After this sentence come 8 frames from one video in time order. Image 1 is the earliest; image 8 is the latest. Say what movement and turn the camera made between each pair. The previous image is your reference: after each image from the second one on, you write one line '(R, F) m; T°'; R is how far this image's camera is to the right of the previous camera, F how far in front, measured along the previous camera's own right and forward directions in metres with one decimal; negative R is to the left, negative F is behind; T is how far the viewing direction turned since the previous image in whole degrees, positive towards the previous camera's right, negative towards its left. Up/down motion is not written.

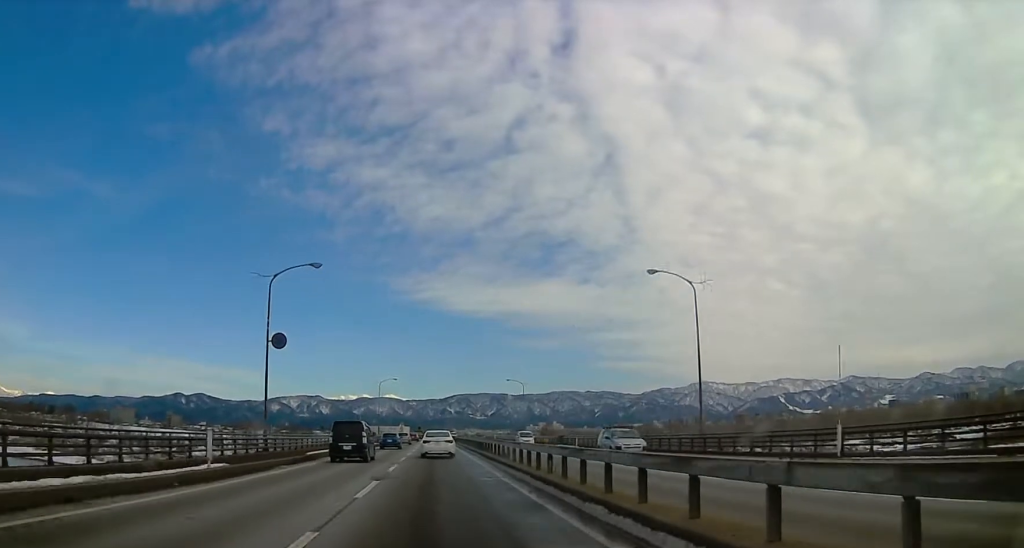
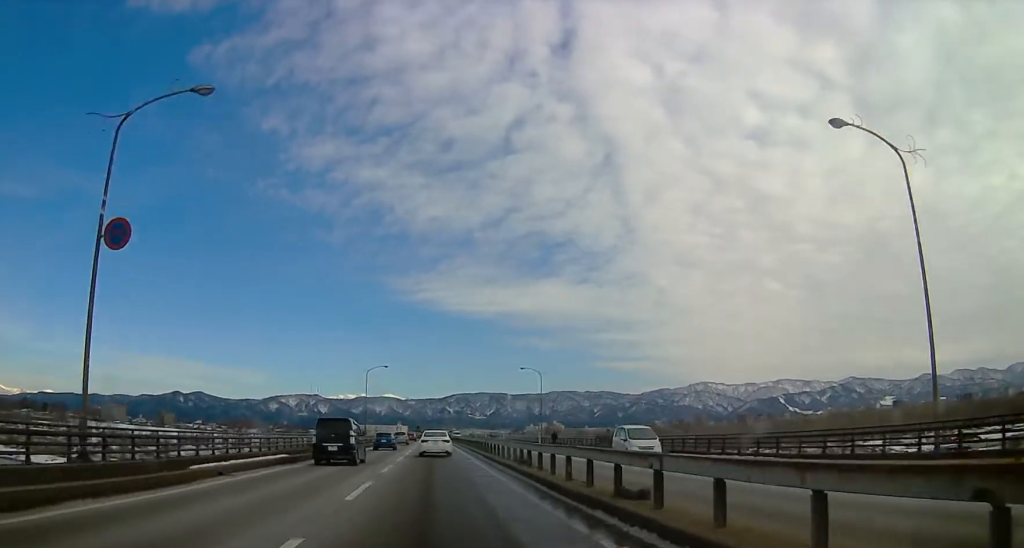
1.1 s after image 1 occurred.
(+0.4, +20.9) m; -2°
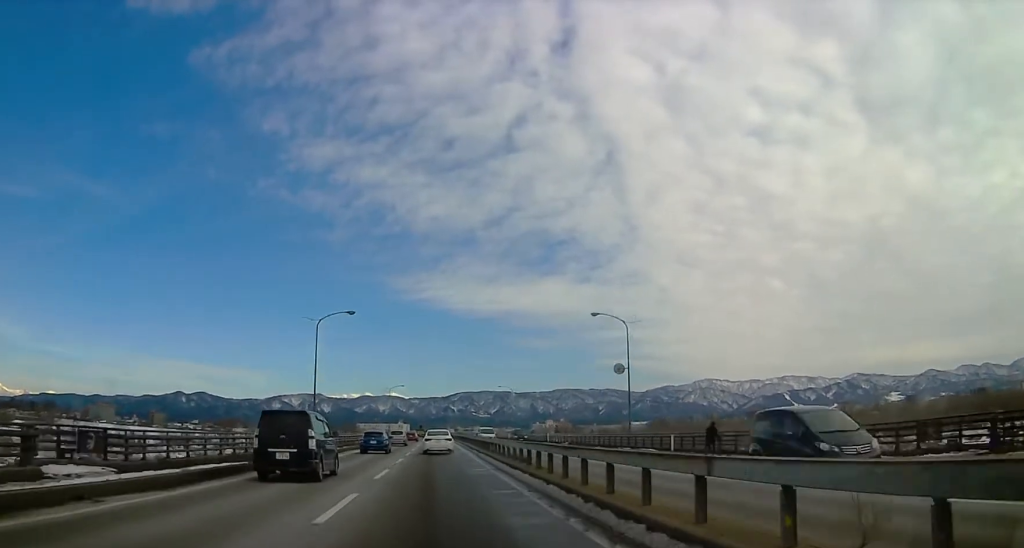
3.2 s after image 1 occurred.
(-1.9, +43.0) m; -3°
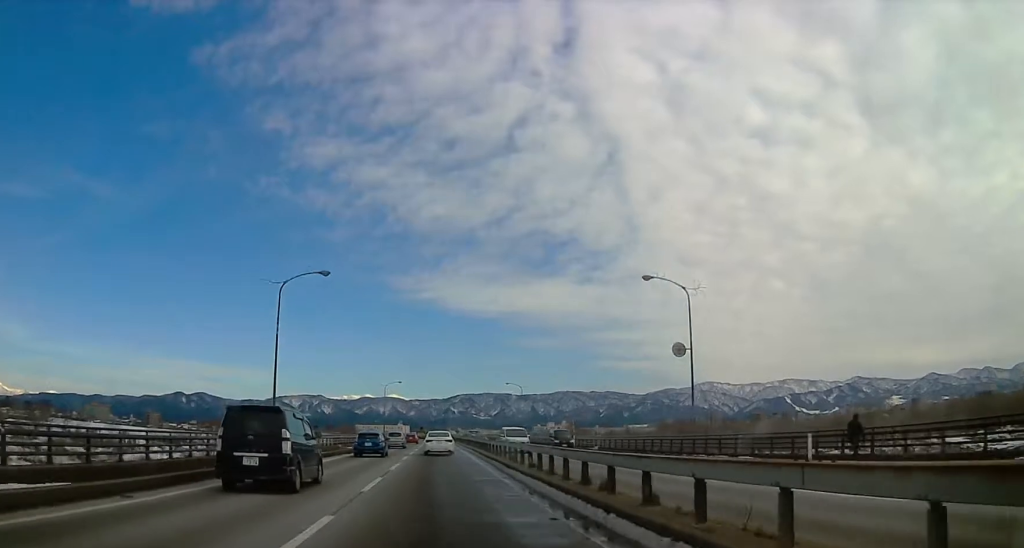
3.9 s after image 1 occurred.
(-0.1, +13.8) m; 0°
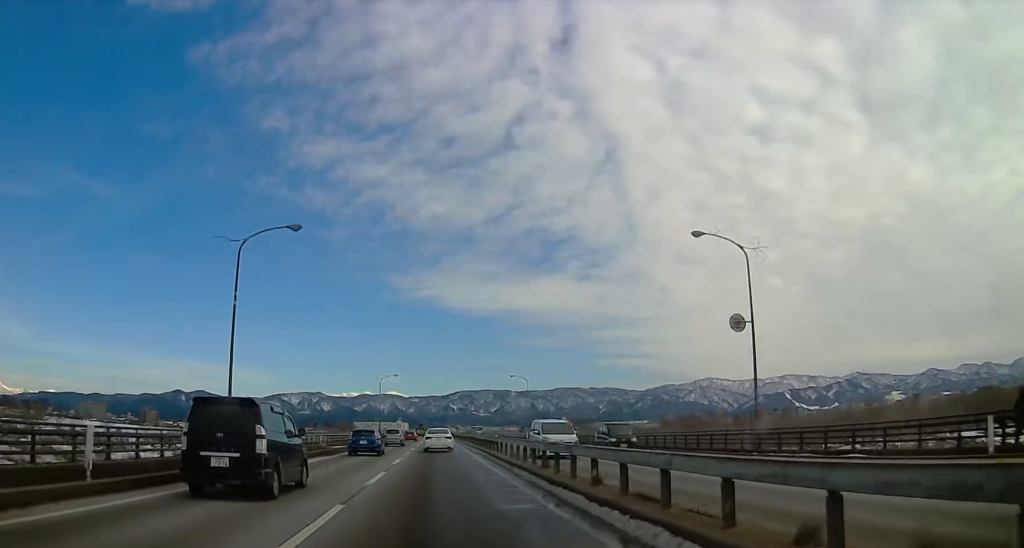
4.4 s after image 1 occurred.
(0.0, +8.8) m; 0°
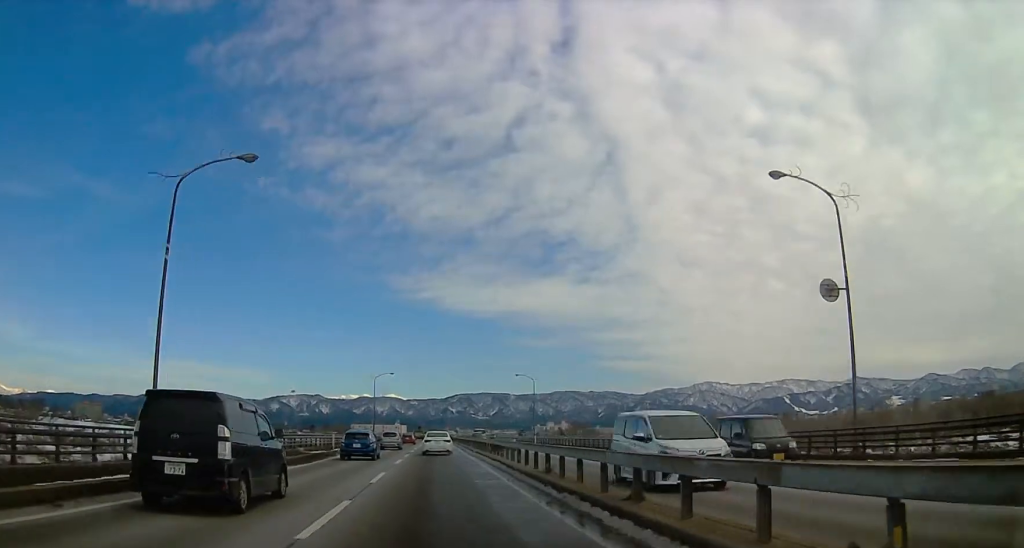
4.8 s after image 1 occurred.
(0.0, +8.8) m; 0°
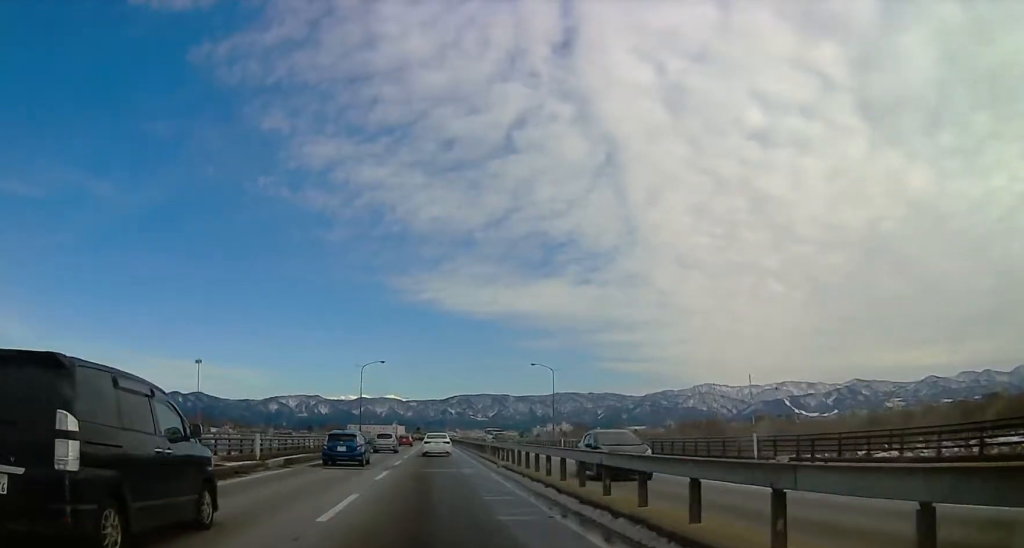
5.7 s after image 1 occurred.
(0.0, +18.2) m; +1°
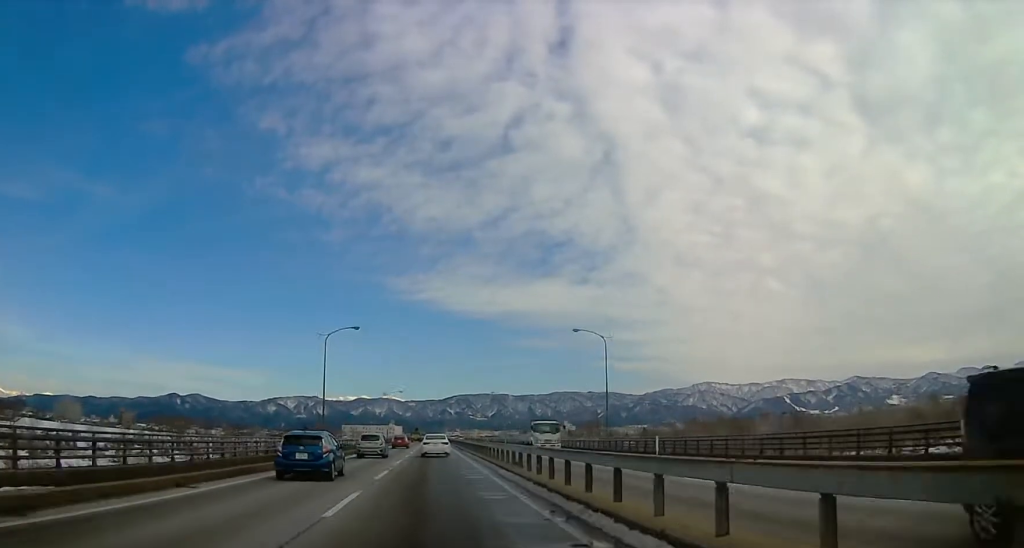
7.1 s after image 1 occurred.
(+0.1, +28.2) m; -1°
